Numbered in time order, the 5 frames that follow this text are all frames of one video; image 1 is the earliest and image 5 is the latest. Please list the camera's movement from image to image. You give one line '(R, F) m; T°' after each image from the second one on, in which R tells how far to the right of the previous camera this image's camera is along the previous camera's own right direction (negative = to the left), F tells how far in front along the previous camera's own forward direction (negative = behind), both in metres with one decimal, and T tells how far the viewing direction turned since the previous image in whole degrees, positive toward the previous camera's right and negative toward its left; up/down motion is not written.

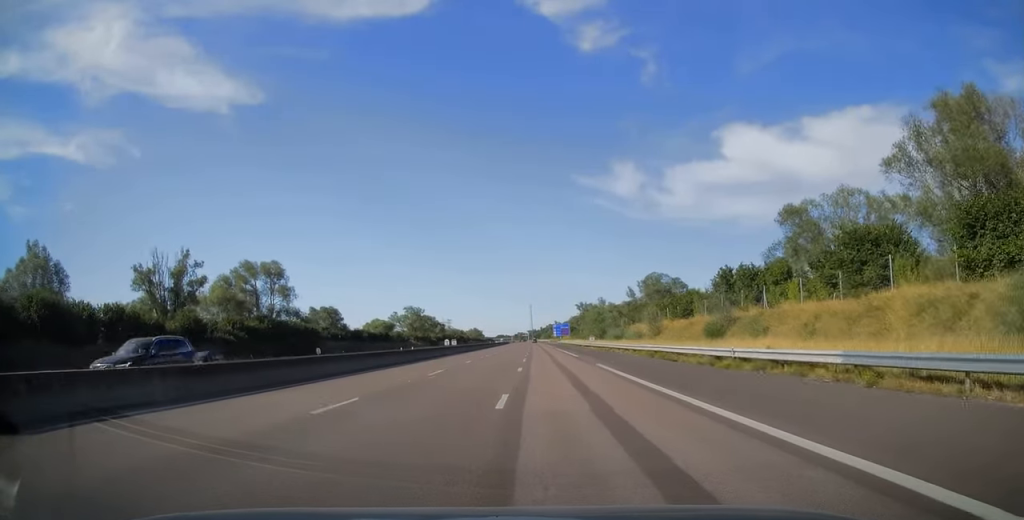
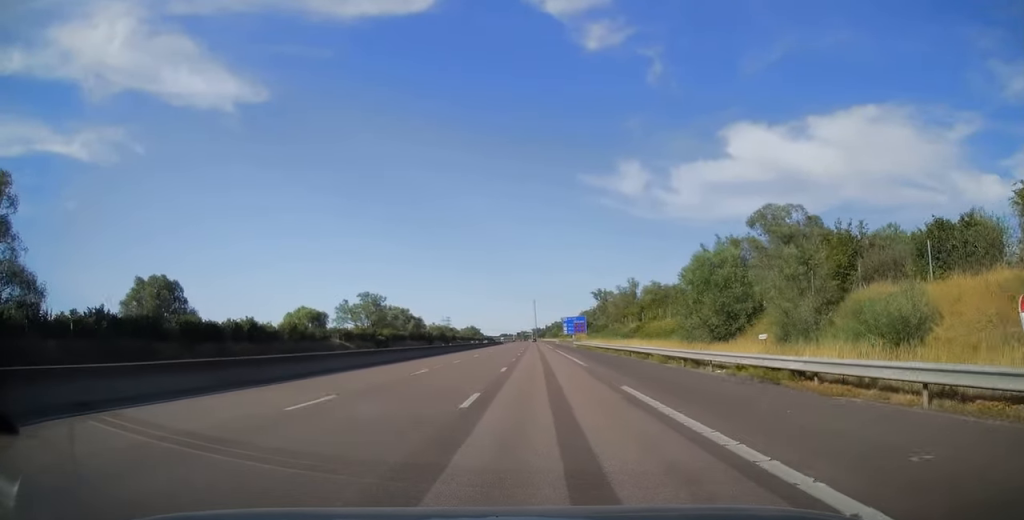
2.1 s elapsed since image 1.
(0.0, +64.3) m; 0°
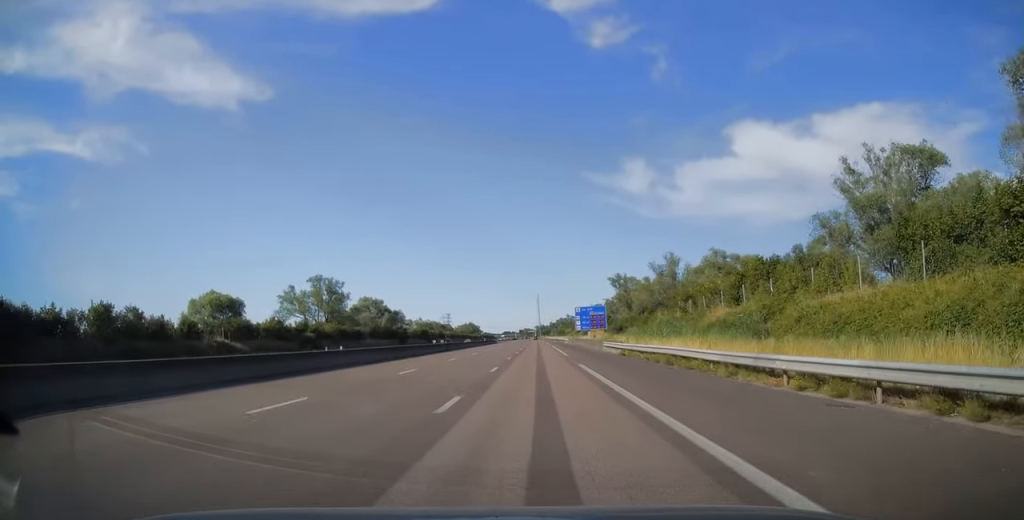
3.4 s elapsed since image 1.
(+0.1, +40.1) m; 0°
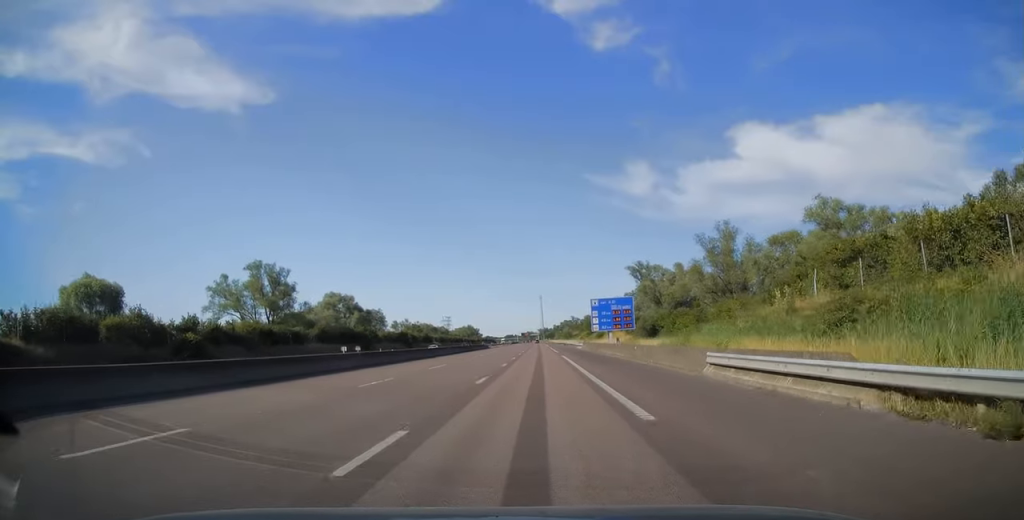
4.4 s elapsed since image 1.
(-0.2, +30.7) m; -1°
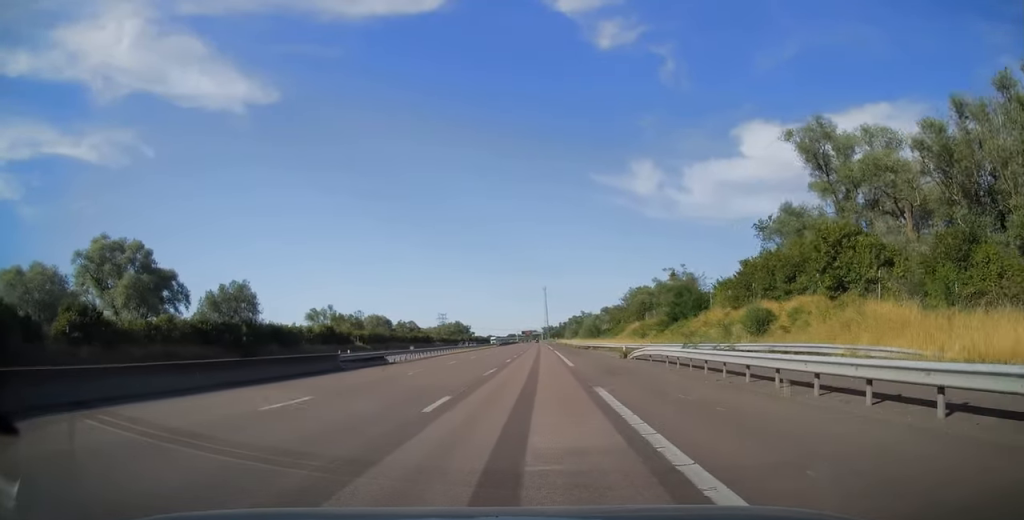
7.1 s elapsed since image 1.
(+0.1, +84.0) m; 0°
